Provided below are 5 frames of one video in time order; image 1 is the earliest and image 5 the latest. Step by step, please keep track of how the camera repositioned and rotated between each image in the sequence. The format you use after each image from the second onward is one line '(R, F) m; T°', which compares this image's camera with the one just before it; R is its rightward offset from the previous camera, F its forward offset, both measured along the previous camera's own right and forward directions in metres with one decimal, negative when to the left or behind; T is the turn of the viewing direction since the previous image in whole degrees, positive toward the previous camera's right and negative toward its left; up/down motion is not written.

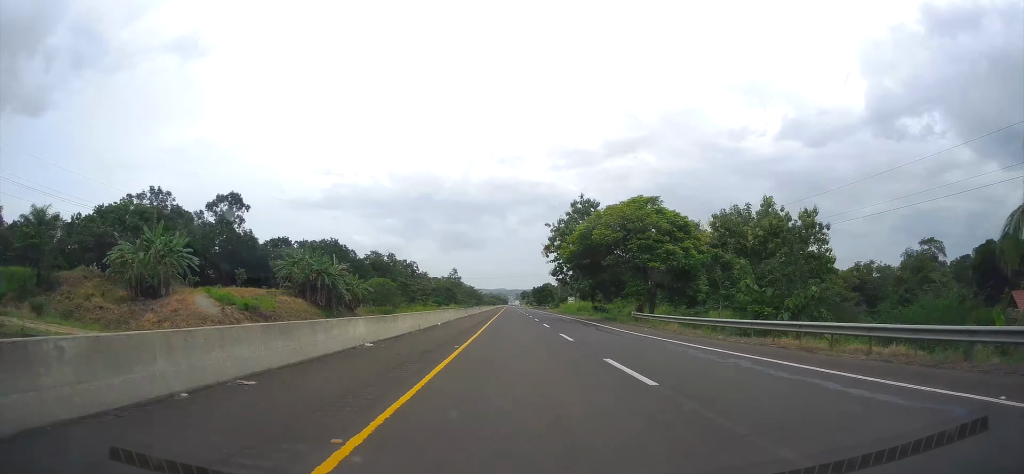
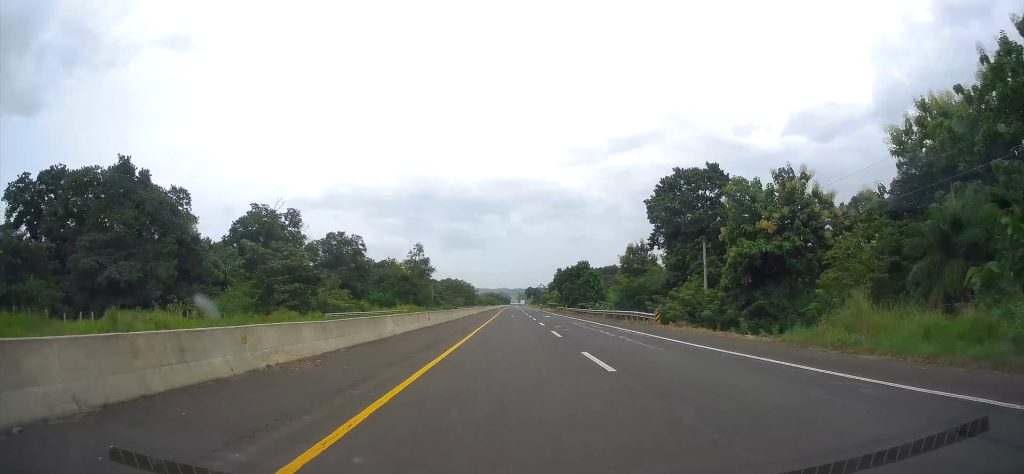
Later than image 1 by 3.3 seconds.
(+0.5, +97.2) m; 0°
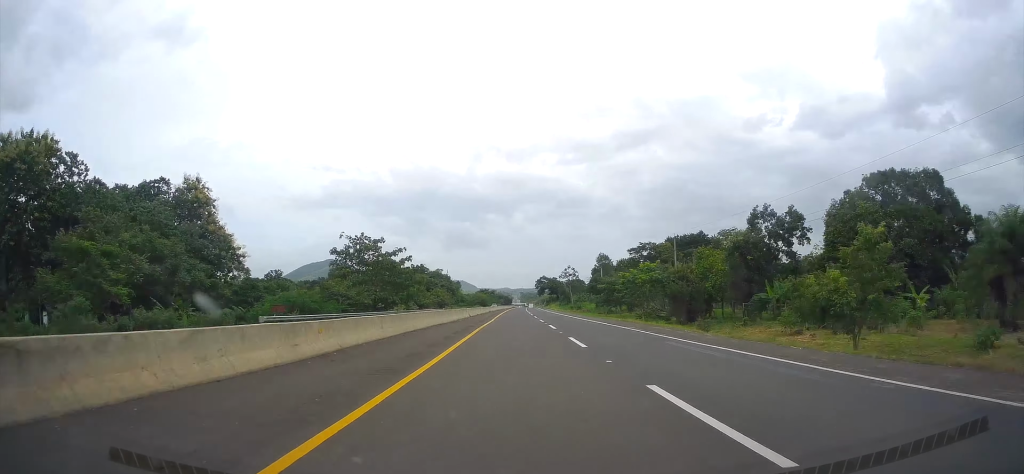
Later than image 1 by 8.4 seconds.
(-1.1, +155.2) m; 0°
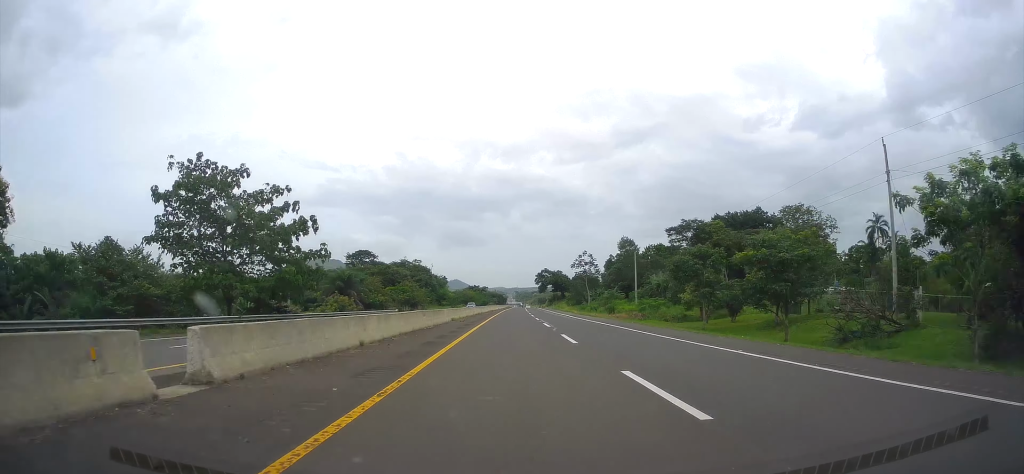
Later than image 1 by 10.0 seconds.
(+0.1, +48.3) m; 0°
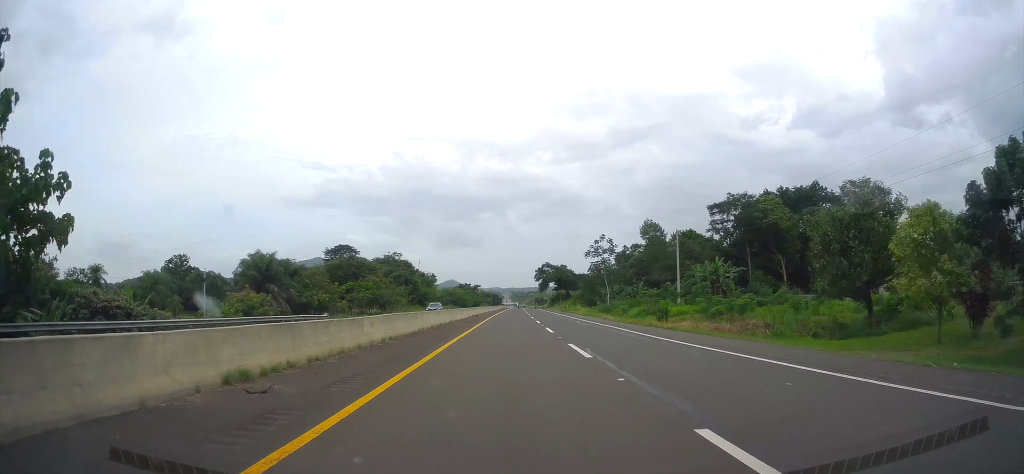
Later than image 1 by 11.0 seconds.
(-0.1, +30.7) m; 0°
